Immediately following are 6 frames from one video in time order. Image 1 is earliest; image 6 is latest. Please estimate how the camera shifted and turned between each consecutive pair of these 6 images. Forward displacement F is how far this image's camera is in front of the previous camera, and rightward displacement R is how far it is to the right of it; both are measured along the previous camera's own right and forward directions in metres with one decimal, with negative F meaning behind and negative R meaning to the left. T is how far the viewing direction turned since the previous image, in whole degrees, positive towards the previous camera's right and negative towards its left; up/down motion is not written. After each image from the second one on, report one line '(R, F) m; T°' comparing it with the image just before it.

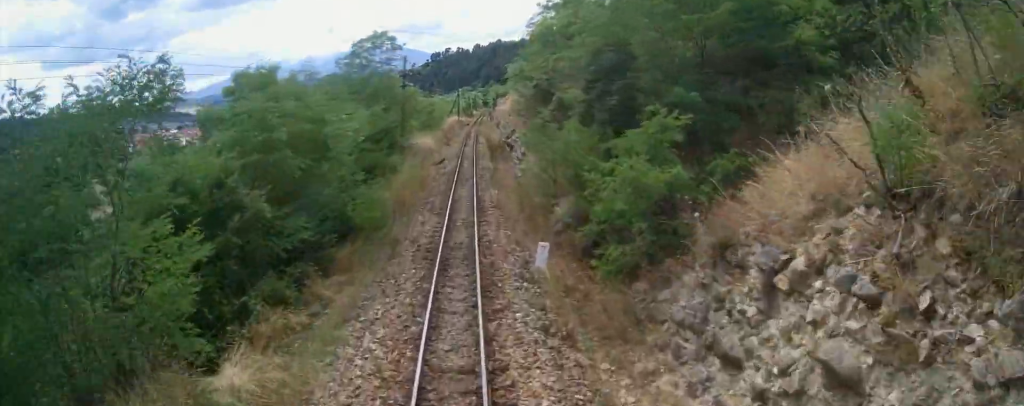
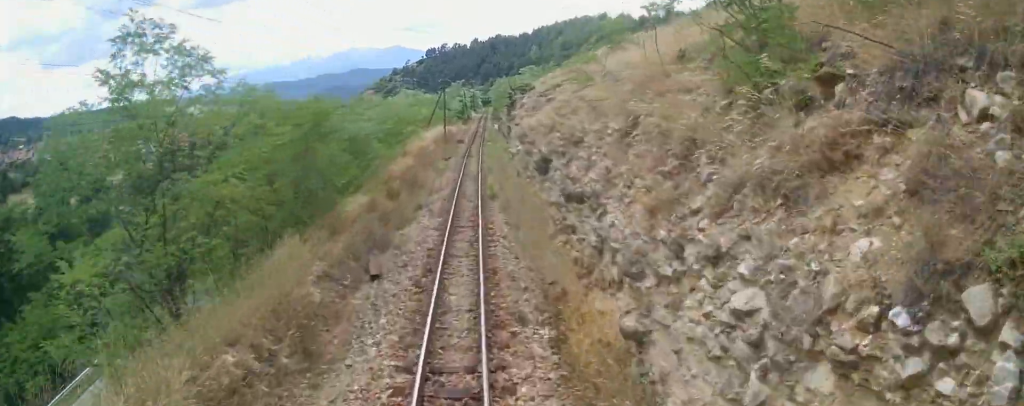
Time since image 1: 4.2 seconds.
(-2.3, +39.4) m; -5°
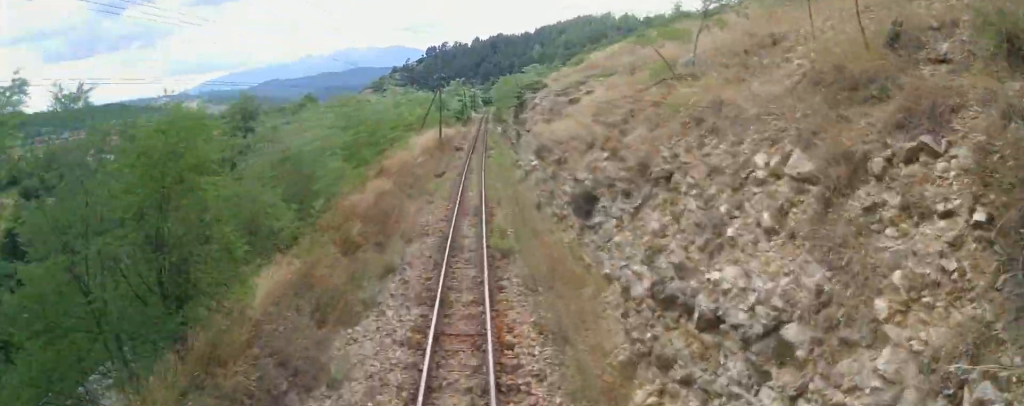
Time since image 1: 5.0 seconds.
(0.0, +7.8) m; 0°
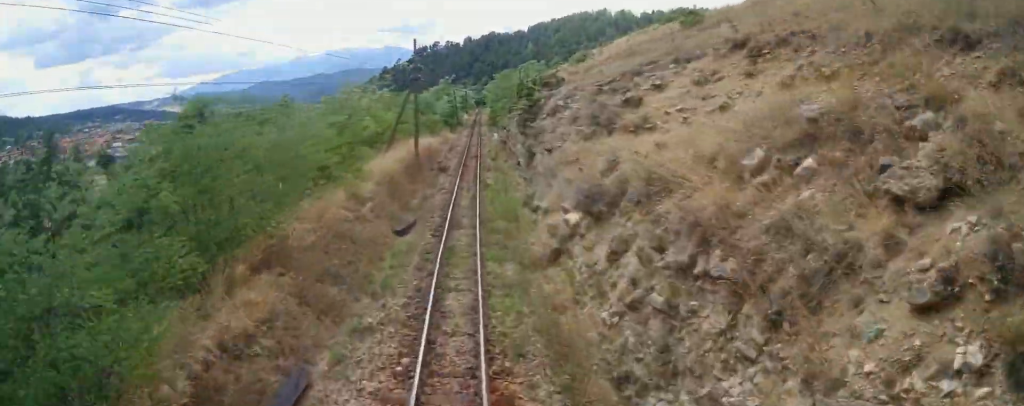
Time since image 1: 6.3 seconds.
(0.0, +11.9) m; +2°
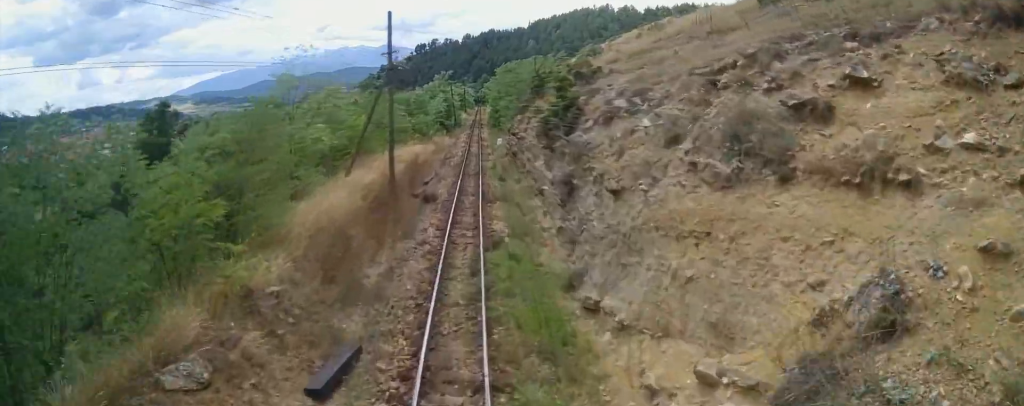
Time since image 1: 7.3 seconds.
(+0.4, +9.3) m; +2°
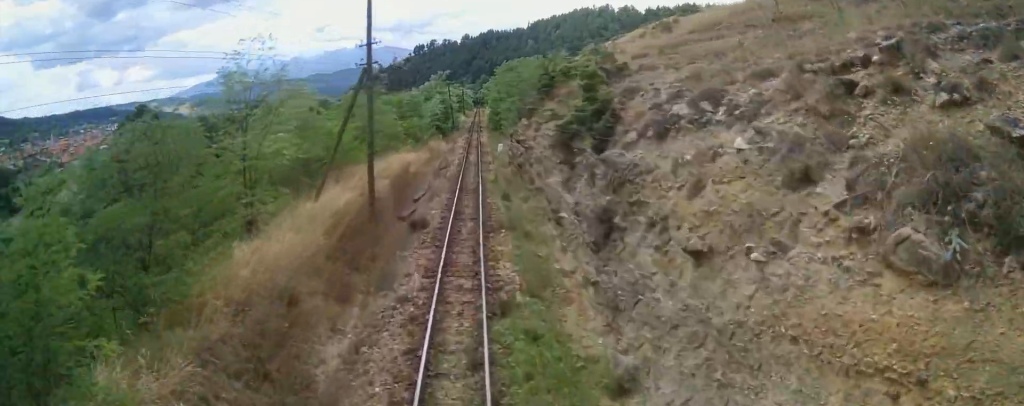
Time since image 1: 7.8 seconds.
(0.0, +4.1) m; 0°
